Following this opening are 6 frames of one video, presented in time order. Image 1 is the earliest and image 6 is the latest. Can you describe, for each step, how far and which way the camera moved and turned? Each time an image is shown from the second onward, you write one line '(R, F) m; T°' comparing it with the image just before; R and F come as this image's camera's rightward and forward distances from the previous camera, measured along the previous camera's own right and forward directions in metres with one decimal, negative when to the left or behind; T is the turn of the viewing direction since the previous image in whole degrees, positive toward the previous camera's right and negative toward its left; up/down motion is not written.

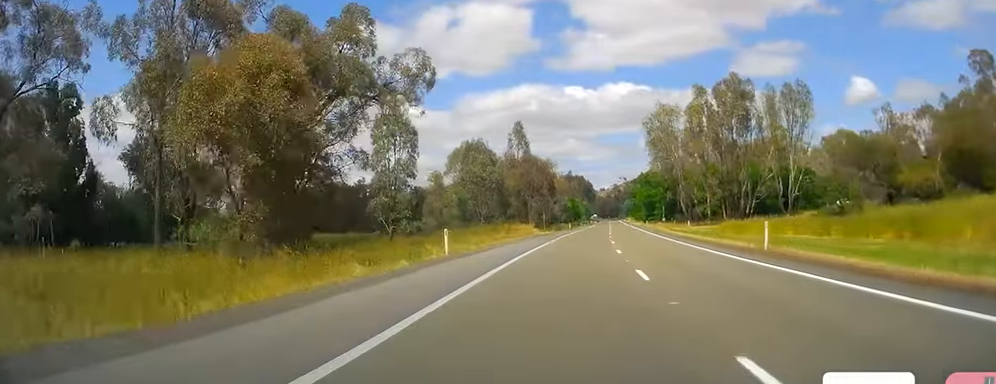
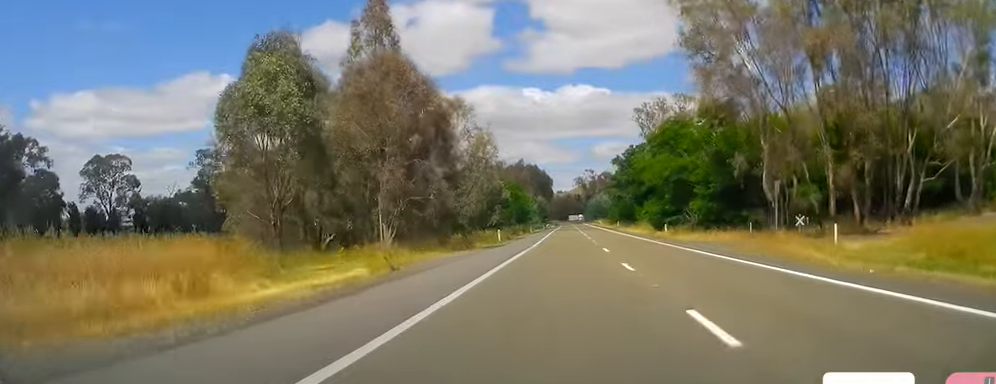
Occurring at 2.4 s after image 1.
(+3.6, +68.4) m; +4°
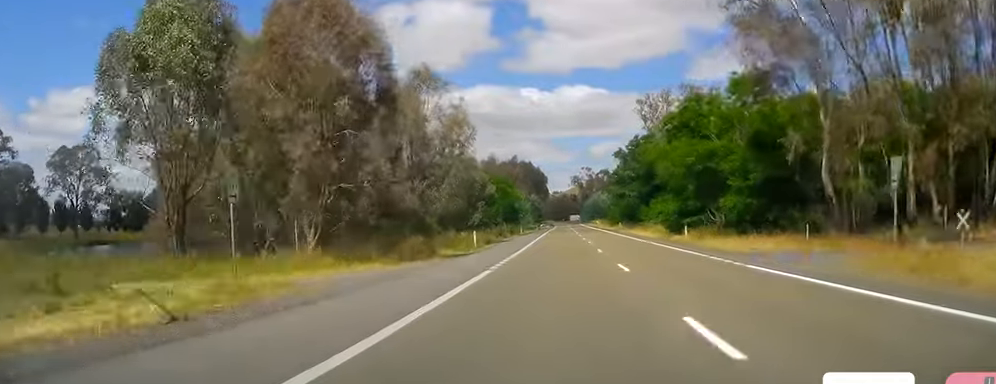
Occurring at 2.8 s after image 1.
(0.0, +12.4) m; +1°
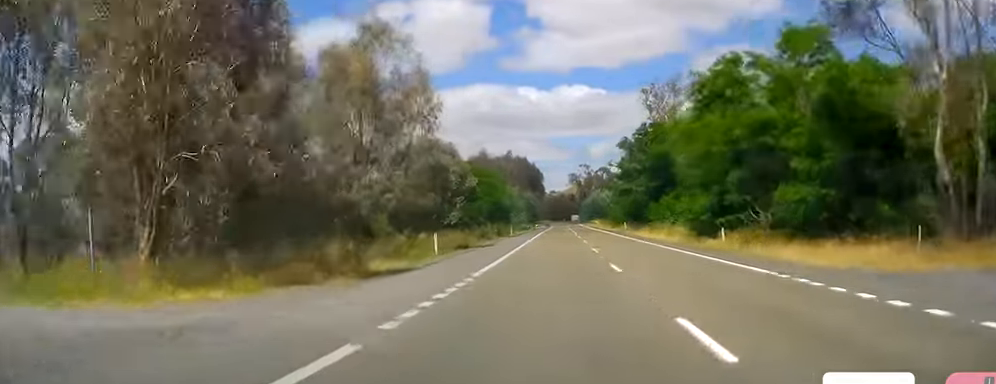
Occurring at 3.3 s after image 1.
(0.0, +12.4) m; 0°
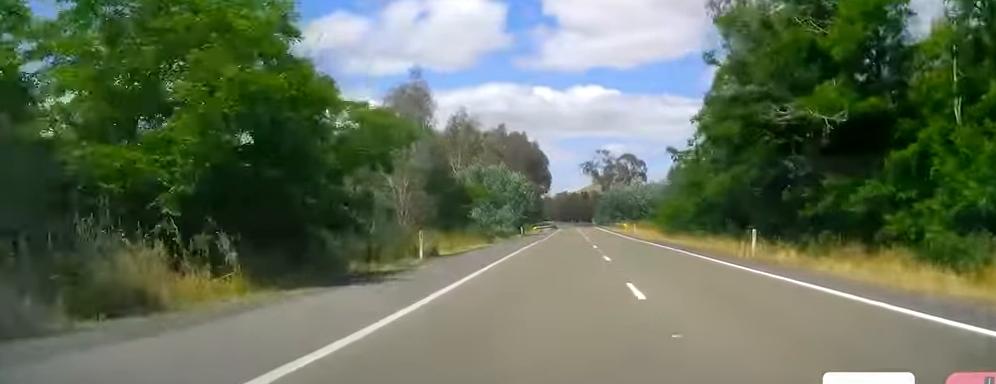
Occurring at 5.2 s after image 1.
(+0.6, +54.2) m; 0°
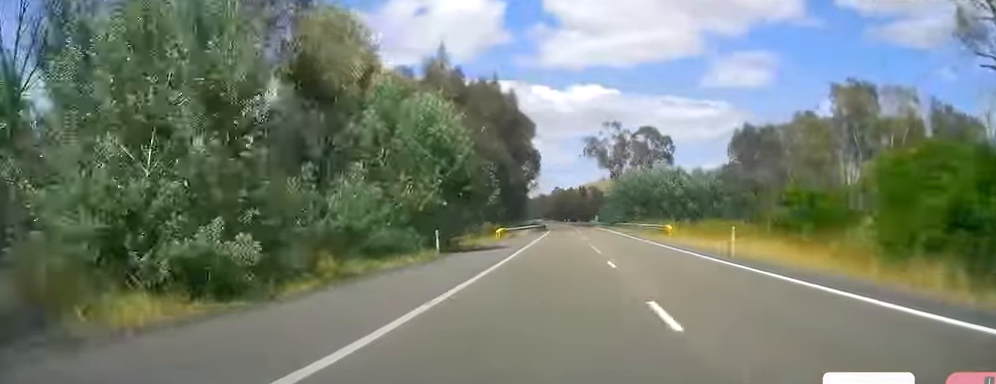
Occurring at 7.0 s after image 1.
(0.0, +51.5) m; -1°
